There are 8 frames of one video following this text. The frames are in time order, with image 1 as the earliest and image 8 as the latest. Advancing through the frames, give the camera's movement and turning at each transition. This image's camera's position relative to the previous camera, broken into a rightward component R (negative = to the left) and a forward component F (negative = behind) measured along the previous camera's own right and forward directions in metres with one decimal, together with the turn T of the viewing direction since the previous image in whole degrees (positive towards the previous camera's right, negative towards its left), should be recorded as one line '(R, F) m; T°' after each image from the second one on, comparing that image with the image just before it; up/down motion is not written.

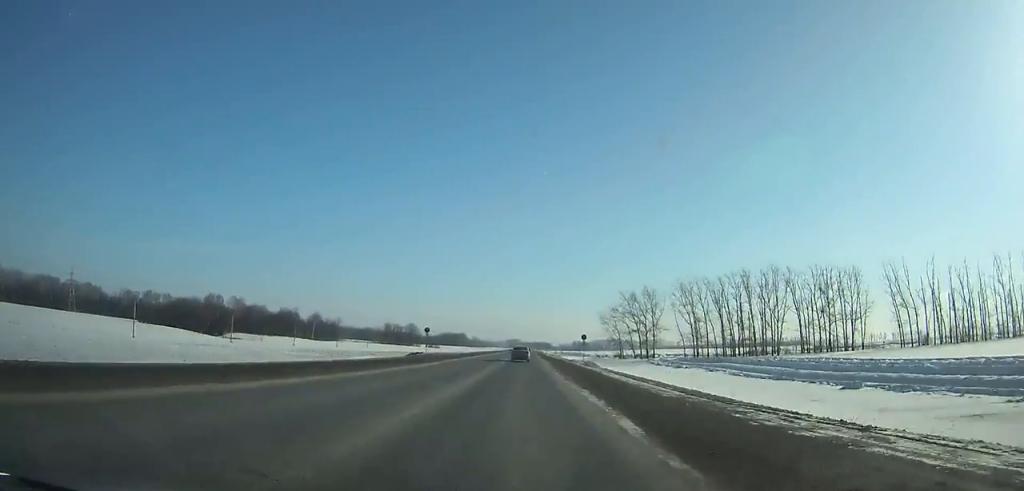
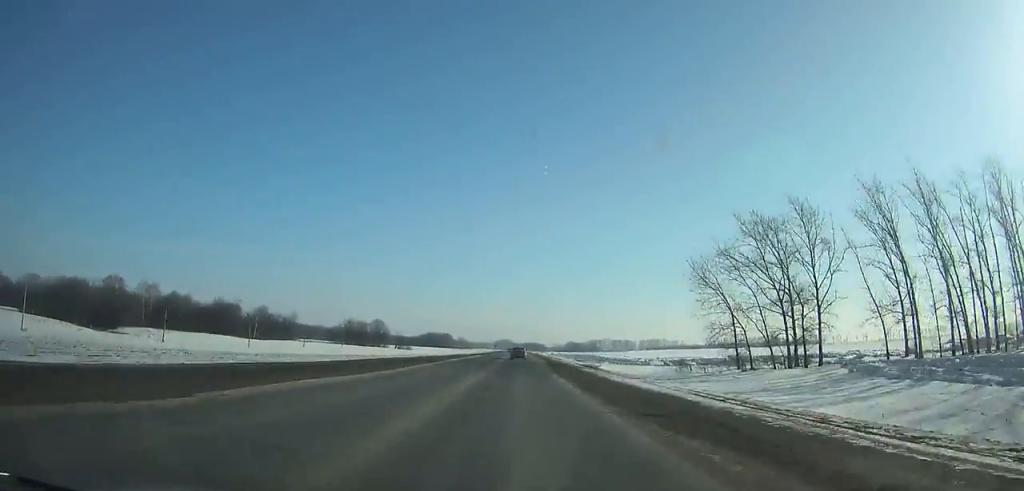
(+1.0, +88.4) m; +1°
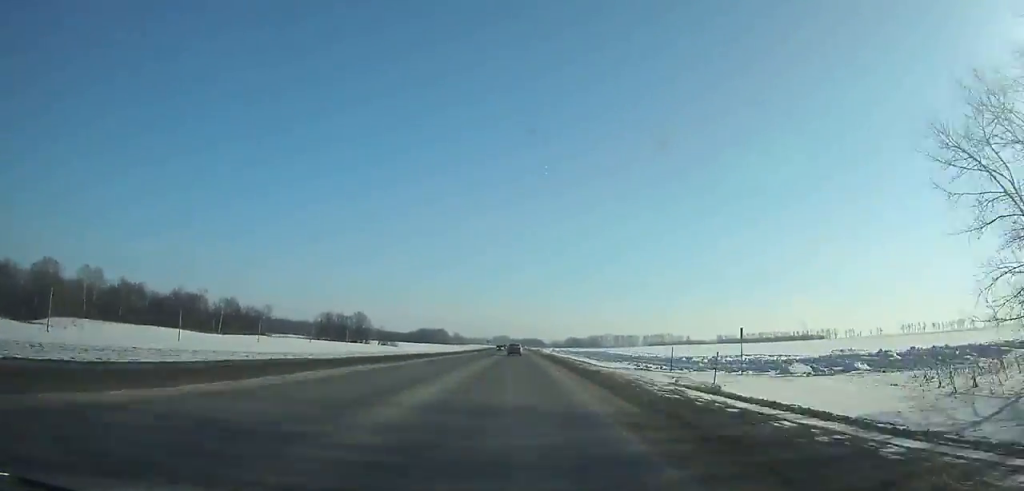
(-0.1, +44.2) m; 0°
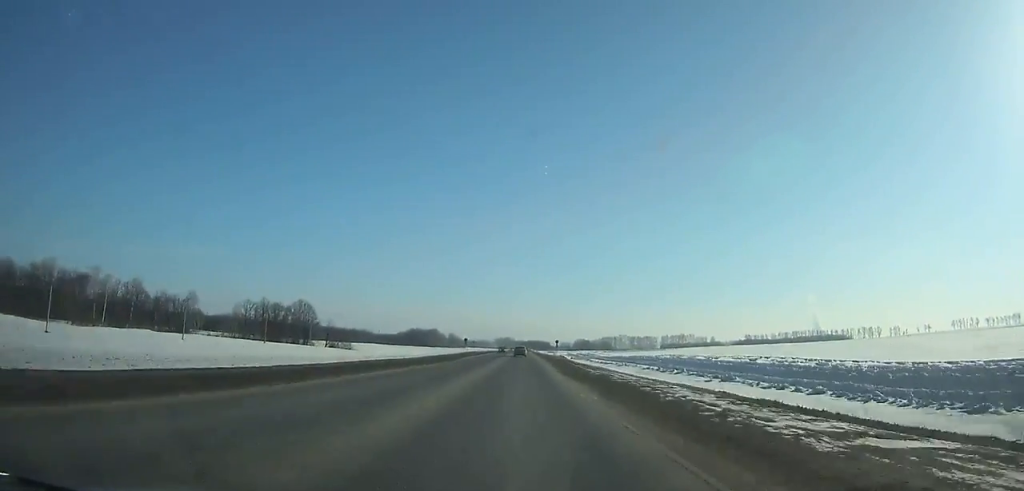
(-0.1, +105.2) m; 0°
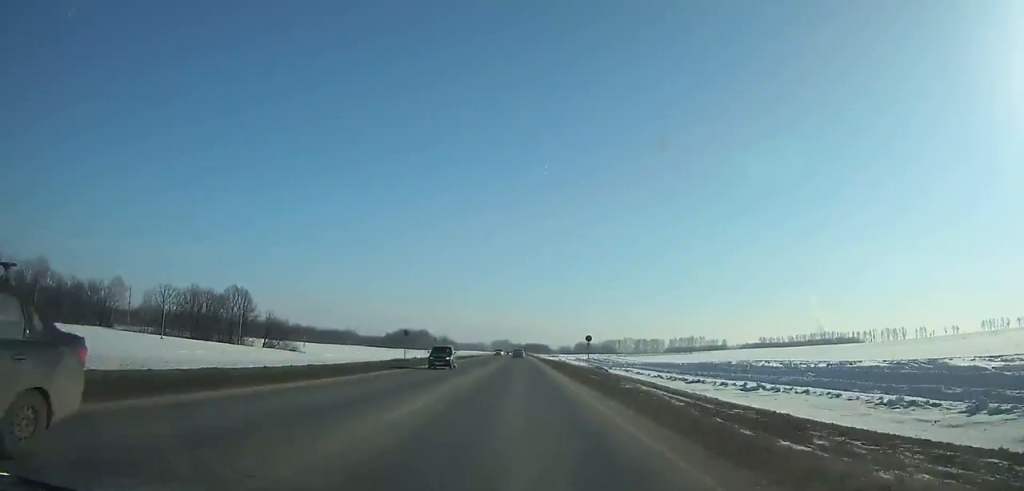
(0.0, +61.5) m; 0°
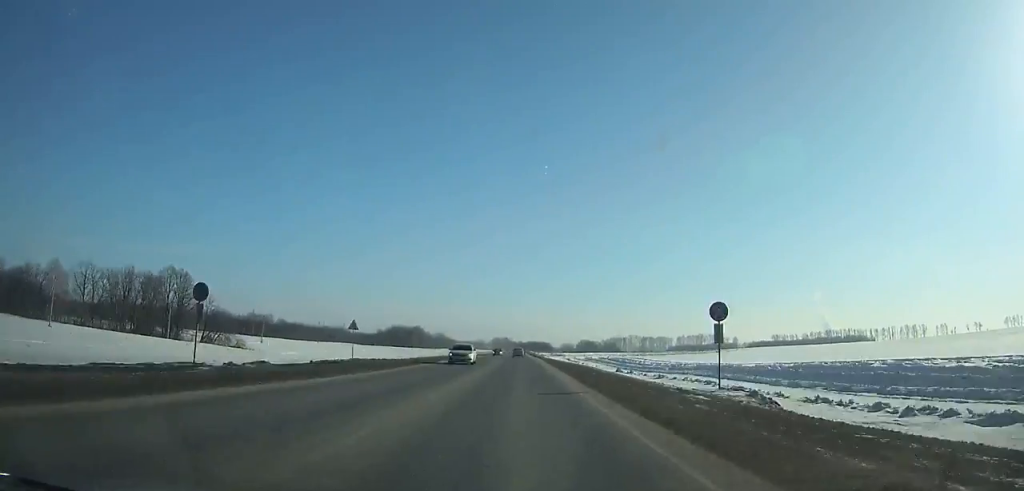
(0.0, +40.2) m; 0°
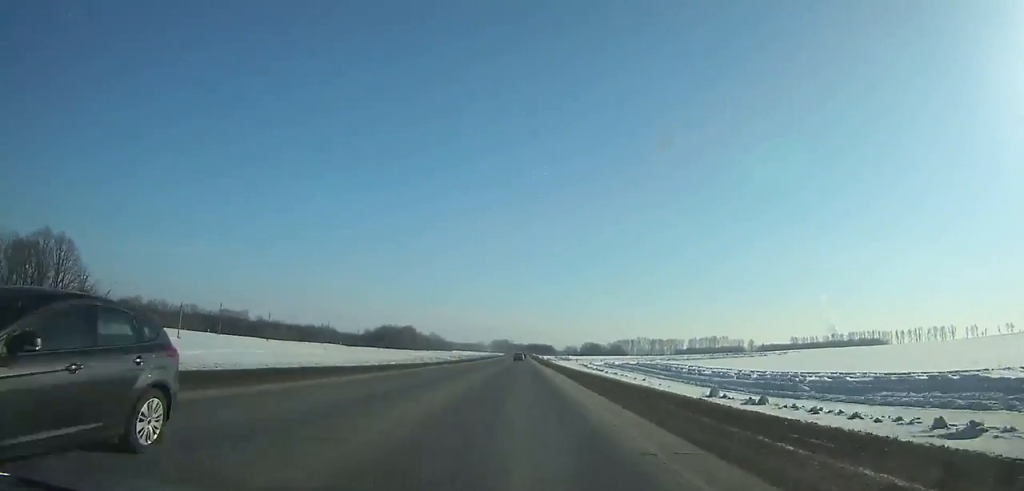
(-0.1, +51.3) m; 0°
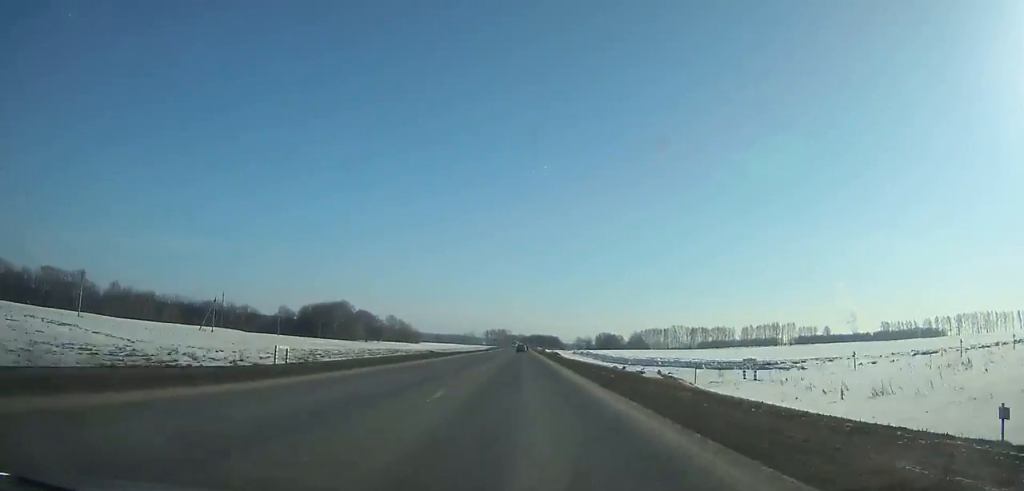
(+0.3, +192.4) m; 0°
